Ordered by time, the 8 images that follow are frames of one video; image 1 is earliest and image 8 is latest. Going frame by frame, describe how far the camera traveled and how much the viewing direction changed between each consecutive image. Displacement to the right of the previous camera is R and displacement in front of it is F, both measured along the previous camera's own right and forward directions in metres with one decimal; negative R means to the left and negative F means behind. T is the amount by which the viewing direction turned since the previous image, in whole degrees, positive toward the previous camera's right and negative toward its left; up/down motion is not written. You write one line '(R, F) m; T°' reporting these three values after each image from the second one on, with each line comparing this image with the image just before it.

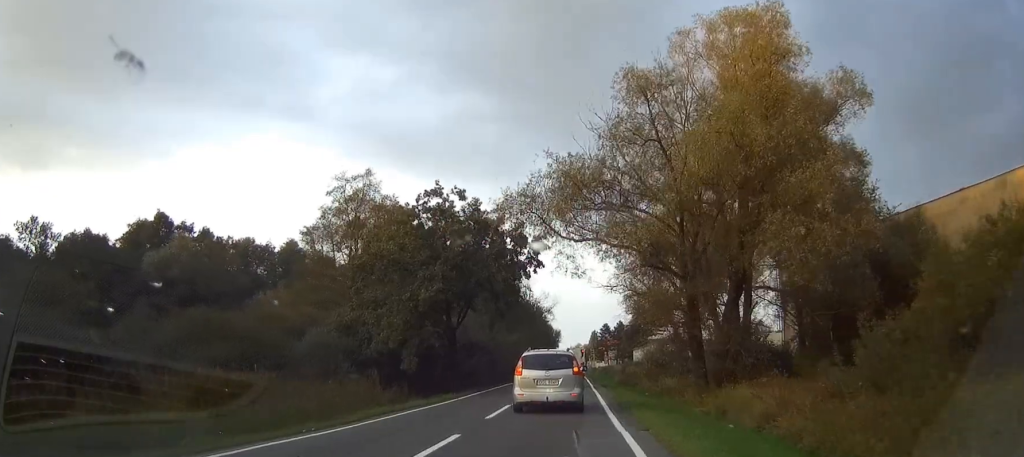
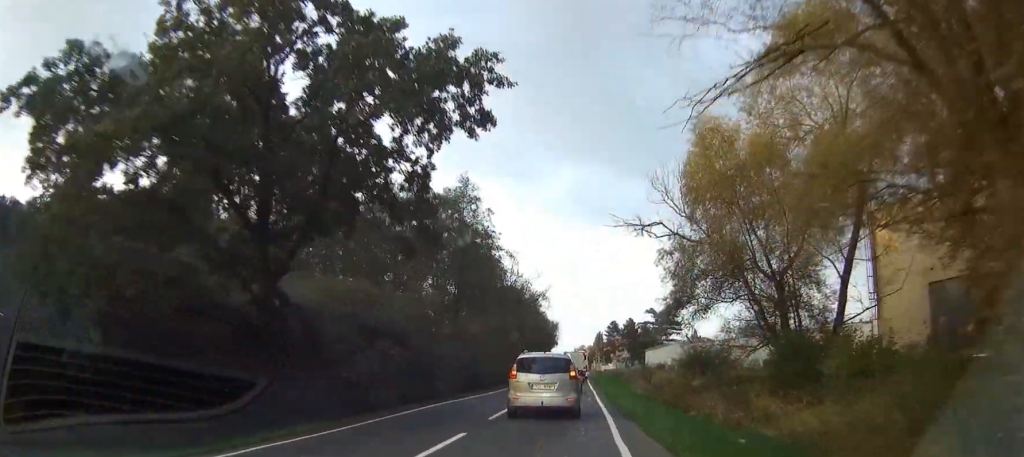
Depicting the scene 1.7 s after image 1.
(-0.1, +24.8) m; -1°
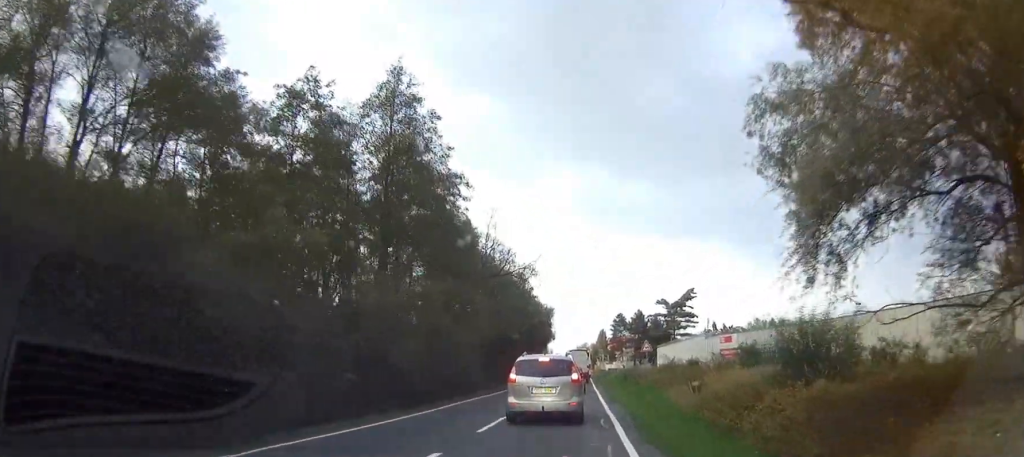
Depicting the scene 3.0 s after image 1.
(-0.1, +19.9) m; 0°
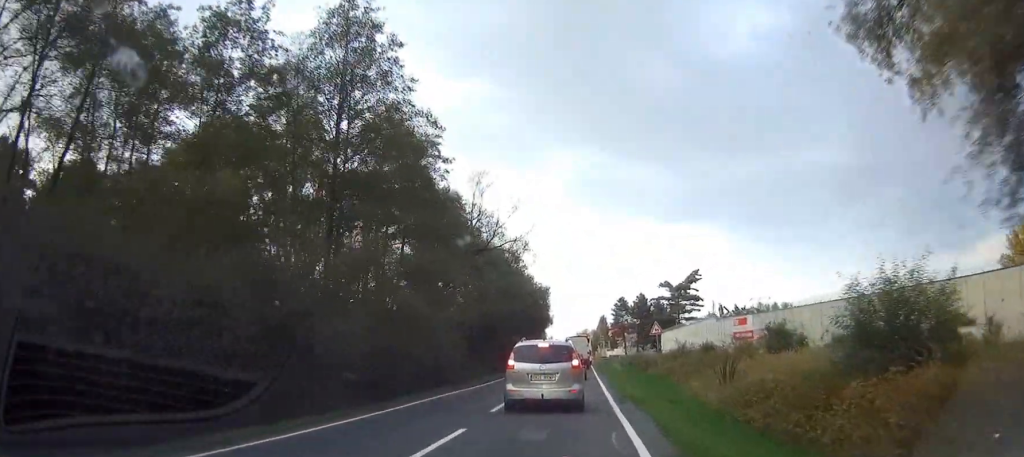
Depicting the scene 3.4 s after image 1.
(0.0, +6.4) m; 0°
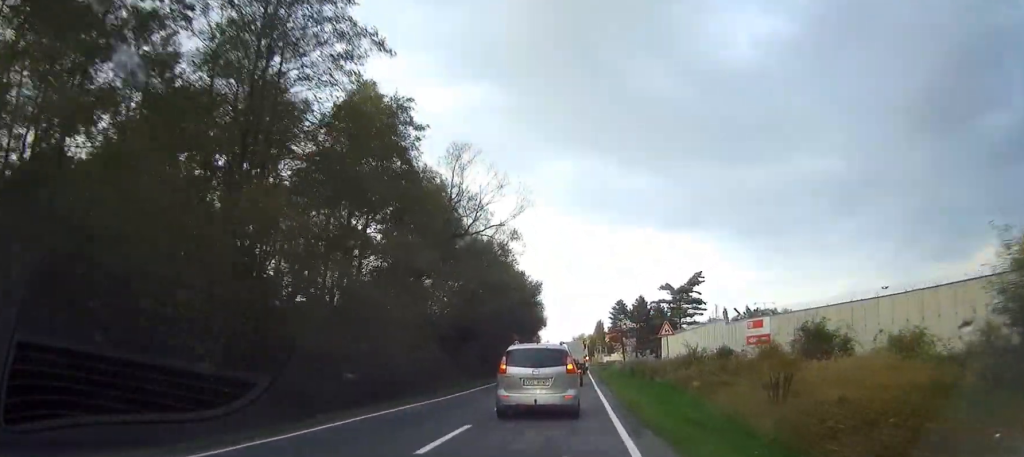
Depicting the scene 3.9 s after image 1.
(0.0, +6.8) m; 0°
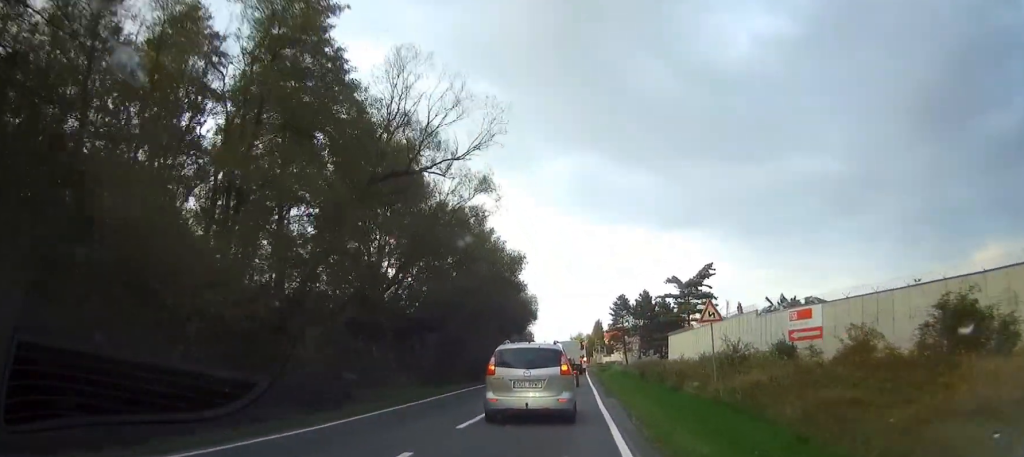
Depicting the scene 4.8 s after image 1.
(0.0, +12.8) m; -1°
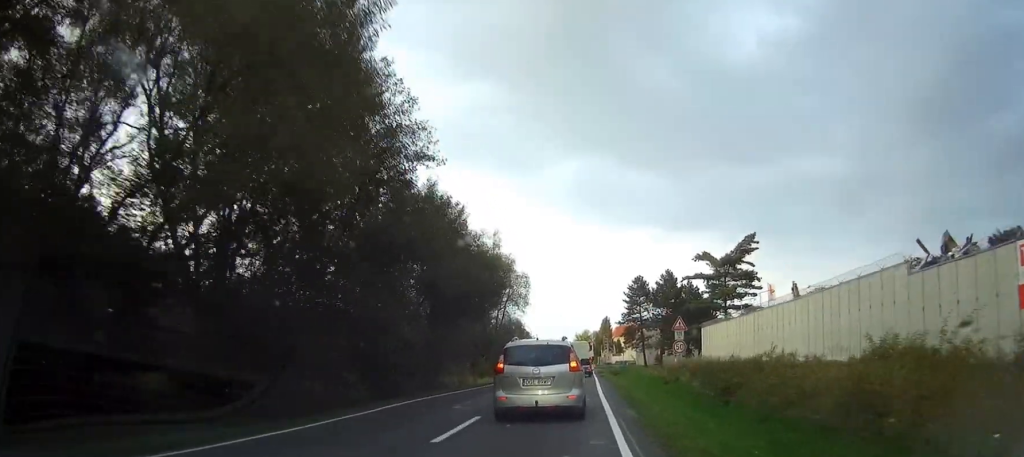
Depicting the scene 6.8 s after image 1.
(-0.3, +27.3) m; -1°
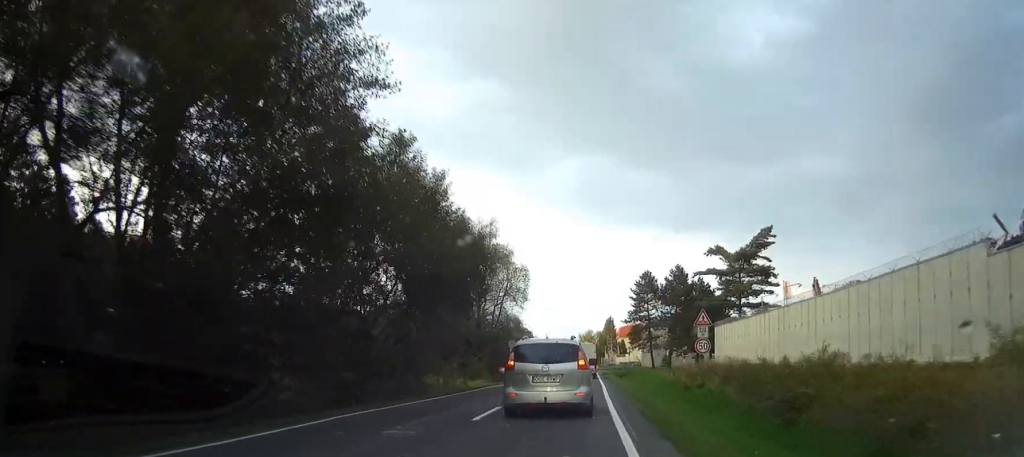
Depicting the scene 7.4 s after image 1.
(0.0, +6.8) m; 0°
